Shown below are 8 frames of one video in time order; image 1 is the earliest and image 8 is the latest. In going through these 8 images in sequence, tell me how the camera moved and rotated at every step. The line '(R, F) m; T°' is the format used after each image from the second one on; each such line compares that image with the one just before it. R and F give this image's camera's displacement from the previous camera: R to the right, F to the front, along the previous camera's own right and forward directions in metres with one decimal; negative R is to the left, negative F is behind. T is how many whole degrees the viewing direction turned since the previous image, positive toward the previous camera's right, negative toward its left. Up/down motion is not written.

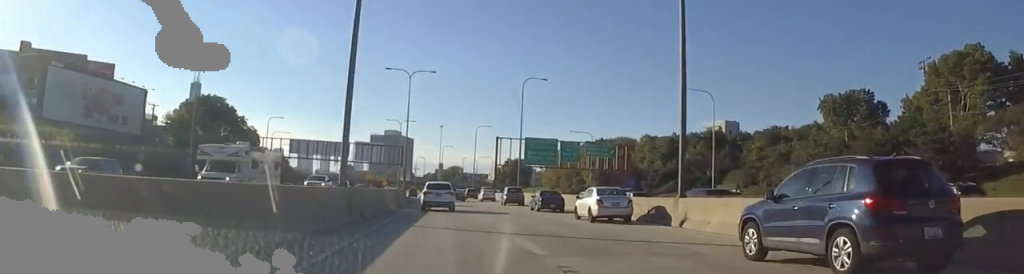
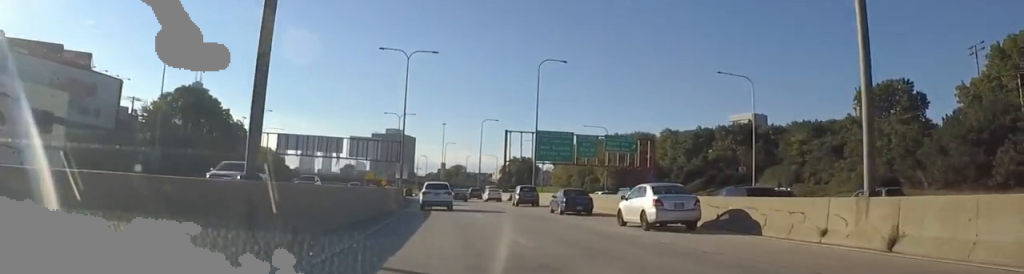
(-0.1, +10.8) m; -1°
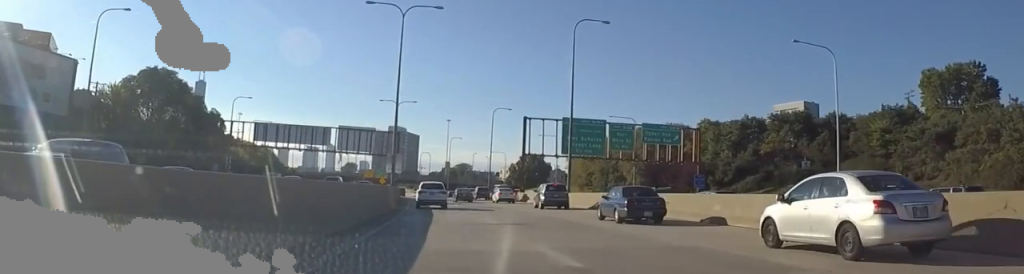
(-0.3, +16.4) m; -1°
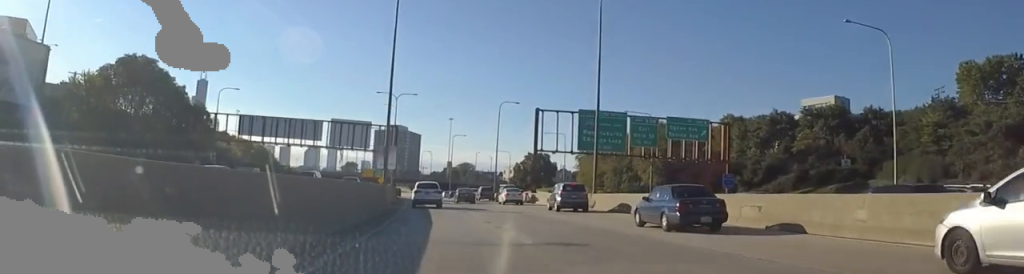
(0.0, +8.1) m; 0°
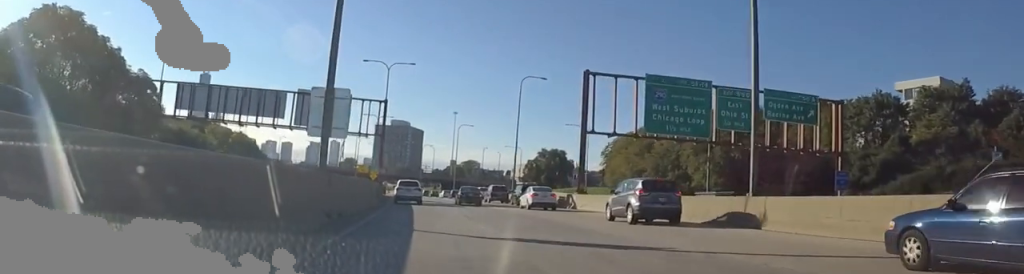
(0.0, +21.6) m; 0°
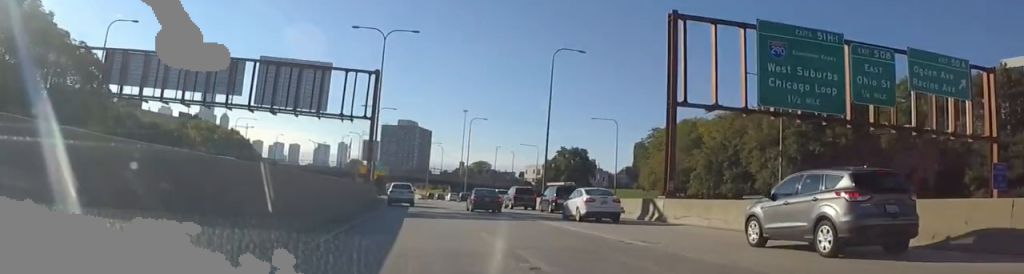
(0.0, +16.6) m; -1°
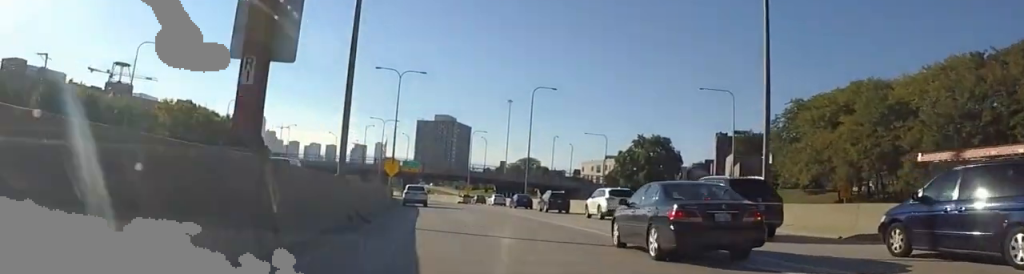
(-2.1, +35.6) m; -4°
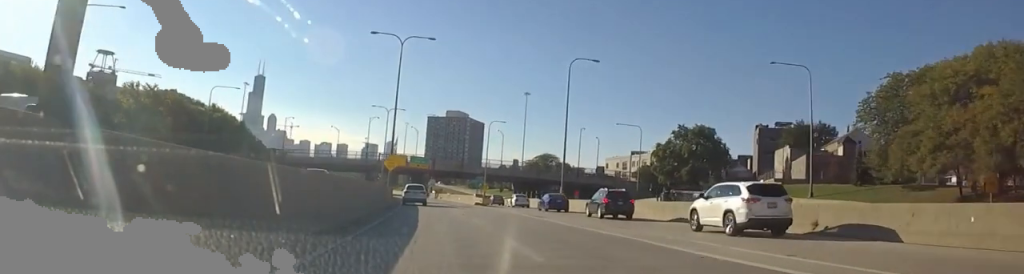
(+0.4, +16.4) m; +2°
